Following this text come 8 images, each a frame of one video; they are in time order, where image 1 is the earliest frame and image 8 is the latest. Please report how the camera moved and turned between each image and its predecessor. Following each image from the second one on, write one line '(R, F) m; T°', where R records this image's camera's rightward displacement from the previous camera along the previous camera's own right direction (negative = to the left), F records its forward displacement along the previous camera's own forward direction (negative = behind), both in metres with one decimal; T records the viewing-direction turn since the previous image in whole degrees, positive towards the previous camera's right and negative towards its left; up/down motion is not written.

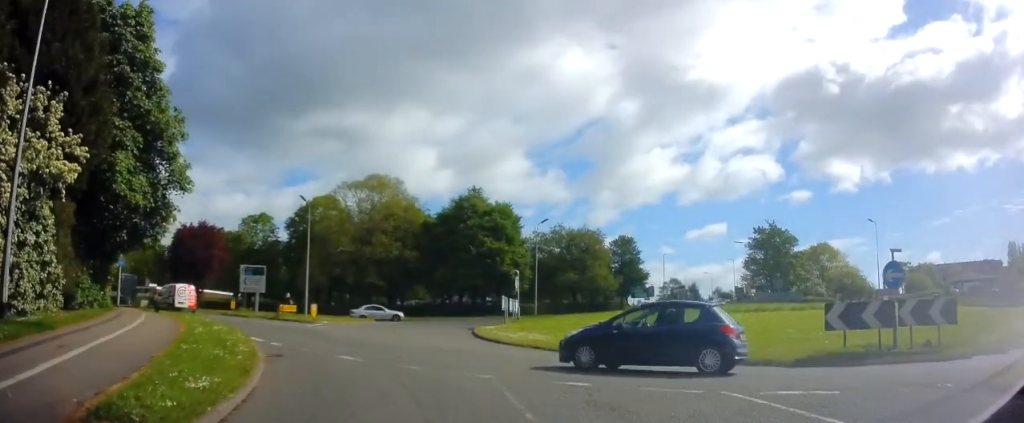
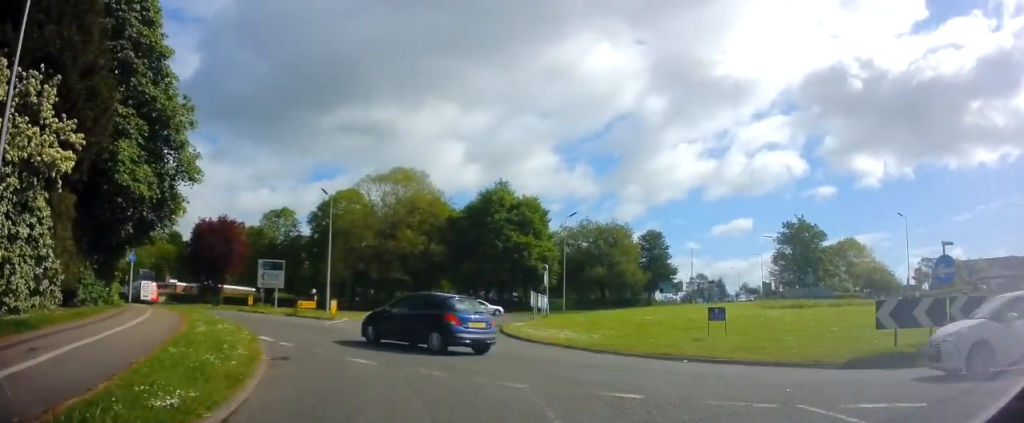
(+0.1, +1.6) m; -1°
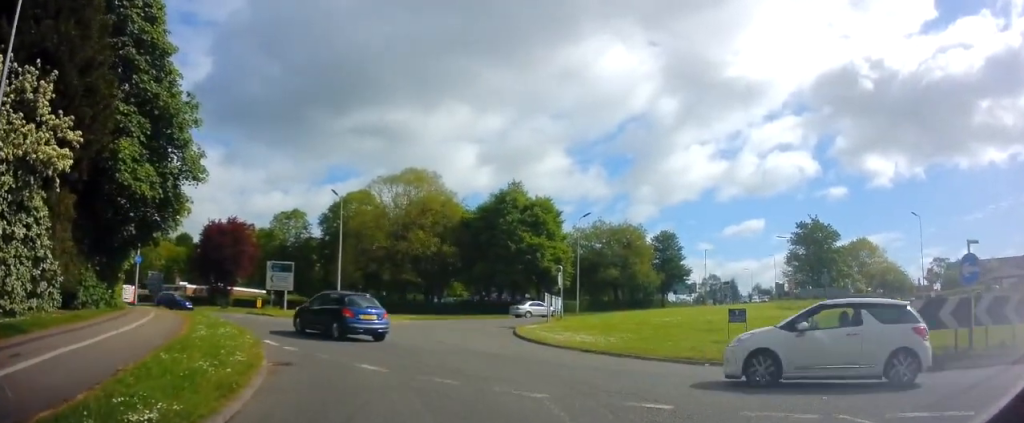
(-0.1, +0.7) m; -5°
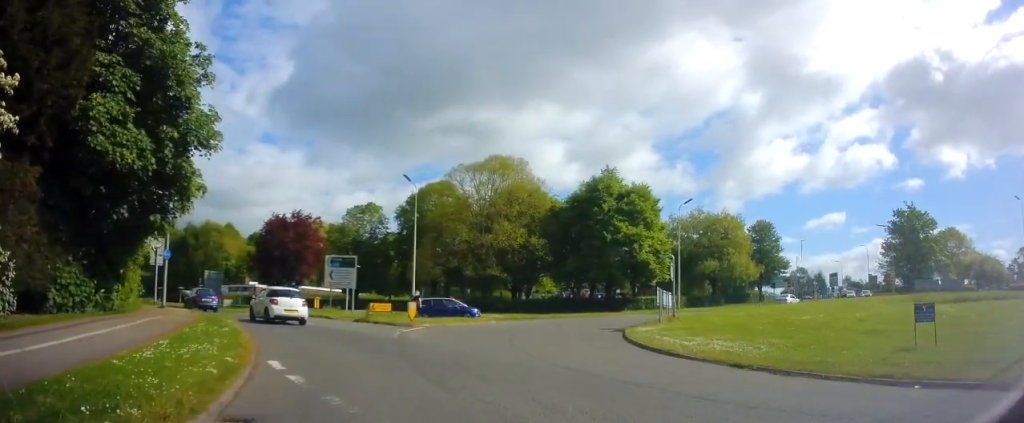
(-0.5, +5.8) m; -8°
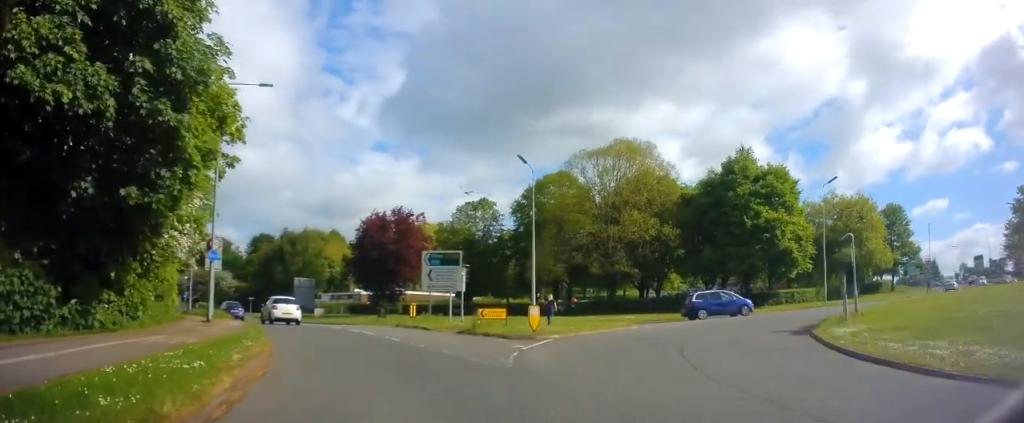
(-0.3, +6.0) m; -14°
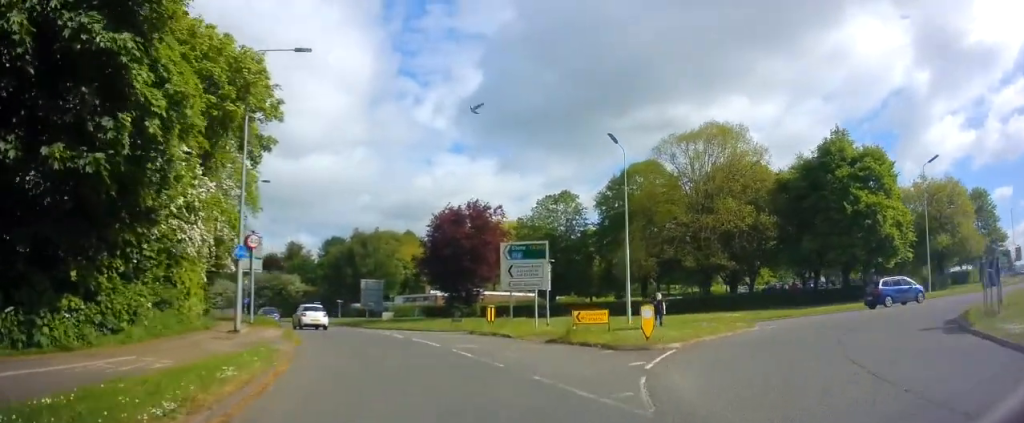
(-0.6, +4.2) m; -6°
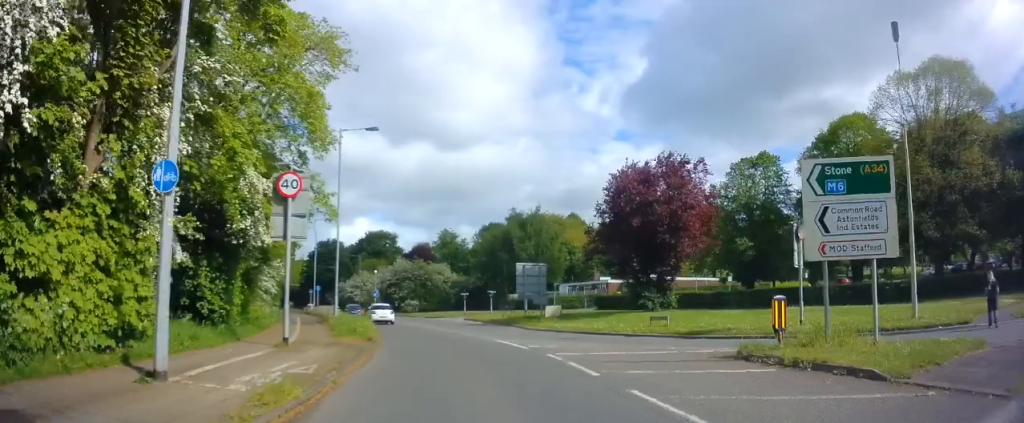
(-1.0, +11.8) m; -11°
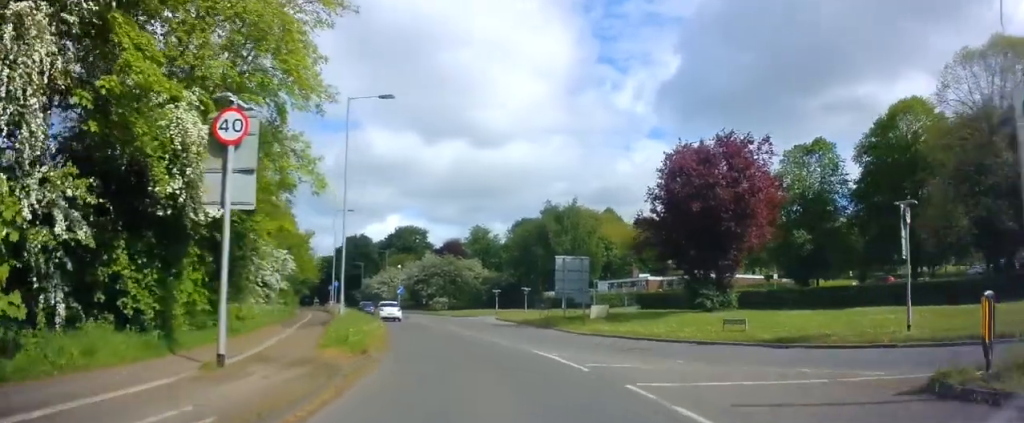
(-0.4, +4.7) m; -4°
